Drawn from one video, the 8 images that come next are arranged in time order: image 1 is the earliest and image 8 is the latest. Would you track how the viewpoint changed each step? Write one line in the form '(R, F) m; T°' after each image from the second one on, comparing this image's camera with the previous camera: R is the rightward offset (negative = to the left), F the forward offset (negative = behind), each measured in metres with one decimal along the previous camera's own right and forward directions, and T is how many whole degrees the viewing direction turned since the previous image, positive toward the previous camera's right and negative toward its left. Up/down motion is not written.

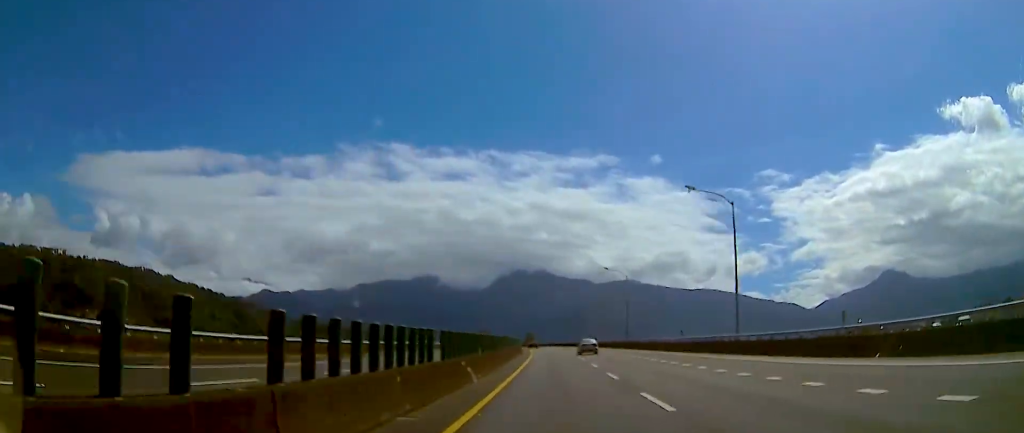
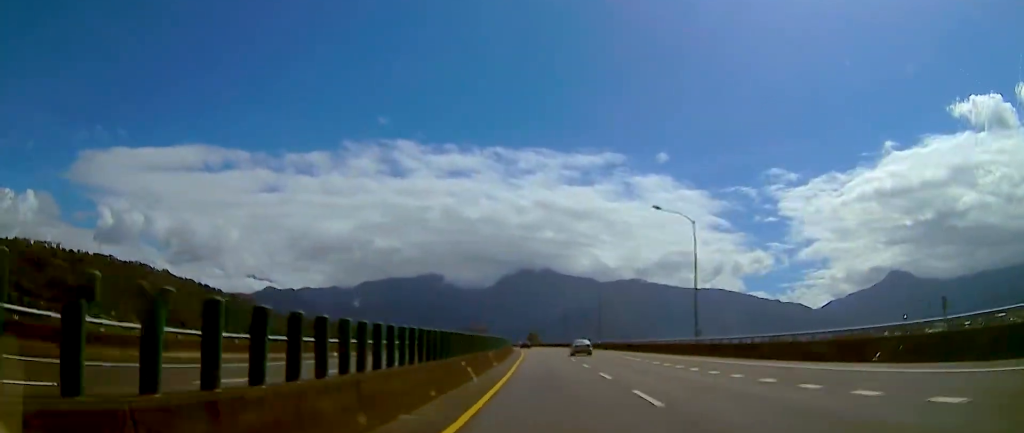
(-0.7, +45.7) m; -4°
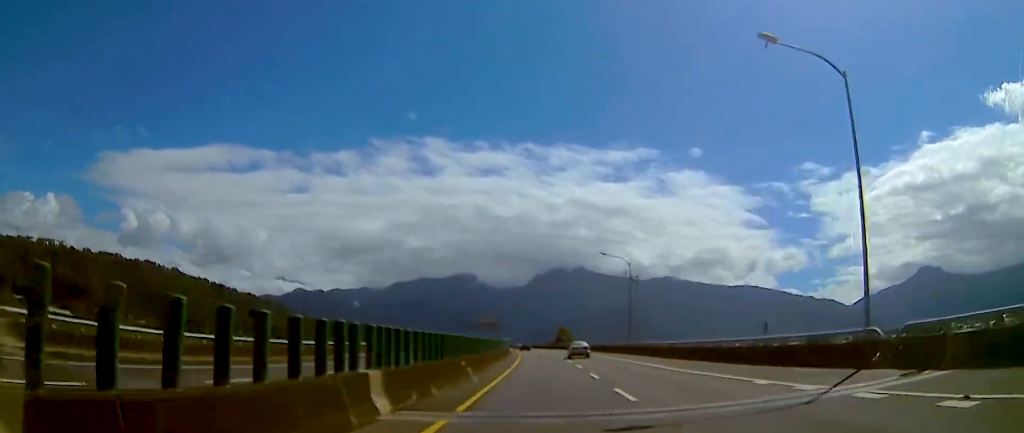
(-6.9, +91.0) m; -6°
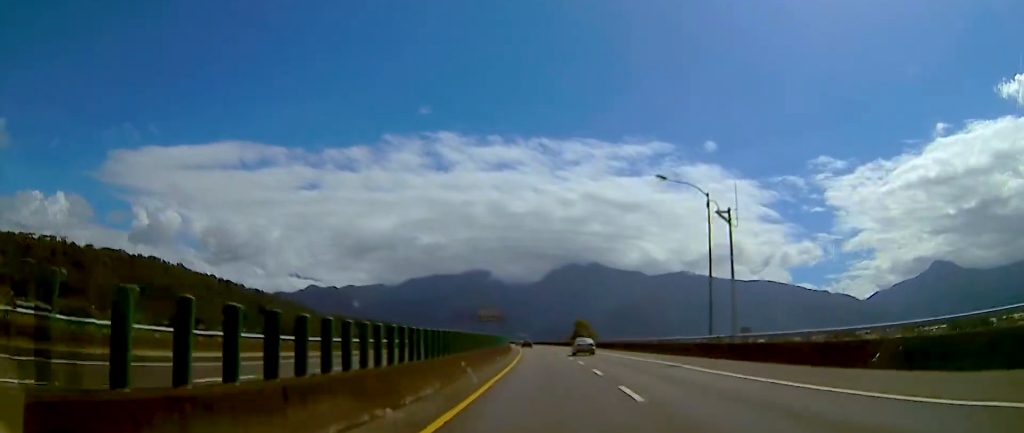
(-0.3, +31.9) m; -1°
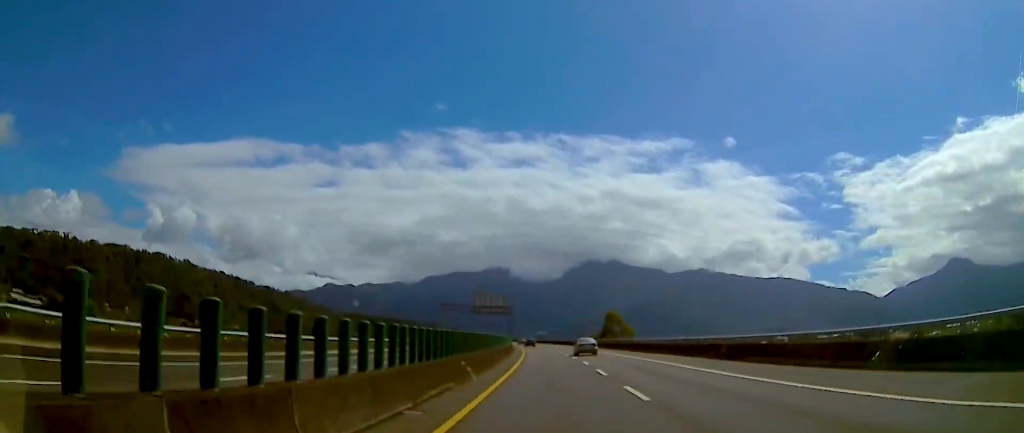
(-0.1, +38.7) m; -1°
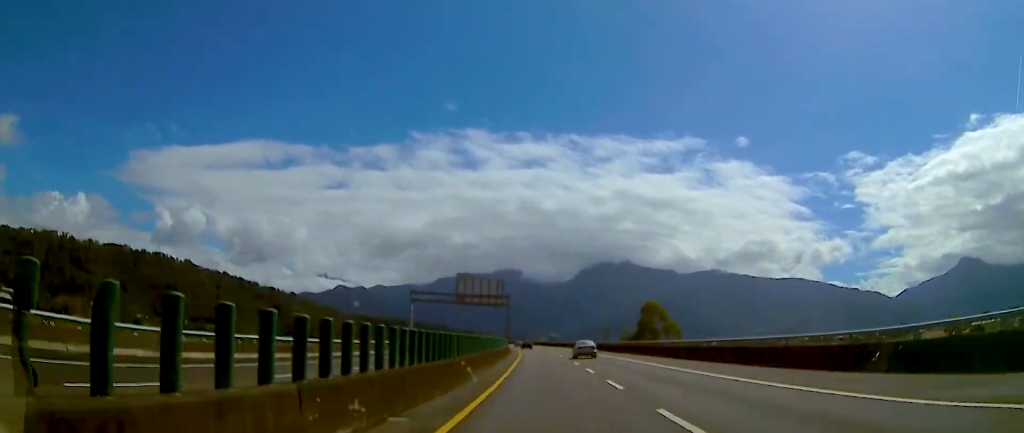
(-0.6, +33.9) m; -1°
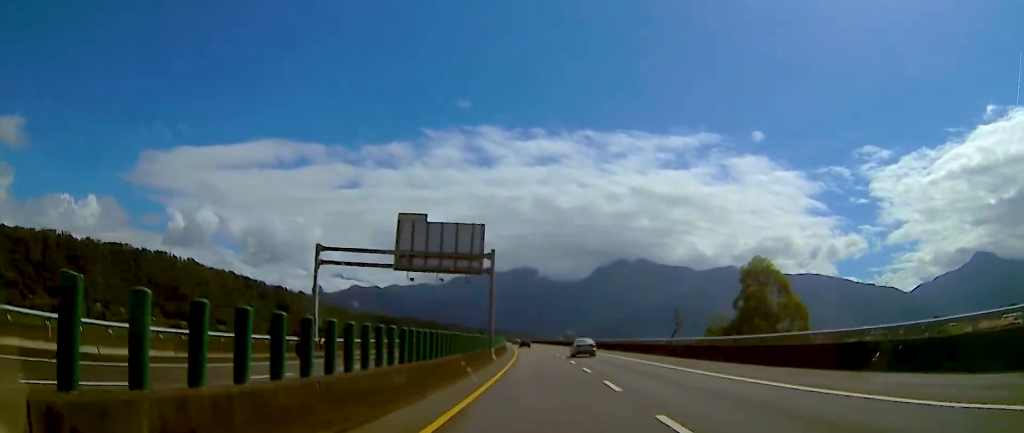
(-0.5, +39.5) m; -2°
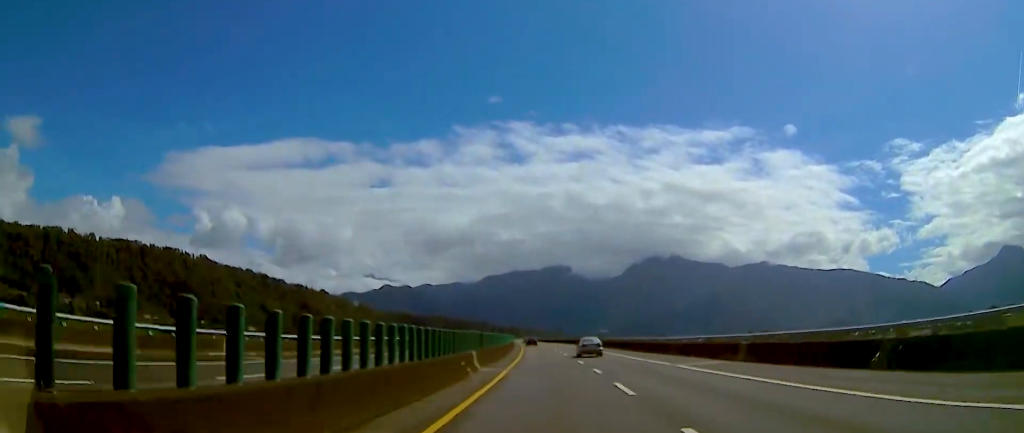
(-1.9, +61.8) m; -3°
